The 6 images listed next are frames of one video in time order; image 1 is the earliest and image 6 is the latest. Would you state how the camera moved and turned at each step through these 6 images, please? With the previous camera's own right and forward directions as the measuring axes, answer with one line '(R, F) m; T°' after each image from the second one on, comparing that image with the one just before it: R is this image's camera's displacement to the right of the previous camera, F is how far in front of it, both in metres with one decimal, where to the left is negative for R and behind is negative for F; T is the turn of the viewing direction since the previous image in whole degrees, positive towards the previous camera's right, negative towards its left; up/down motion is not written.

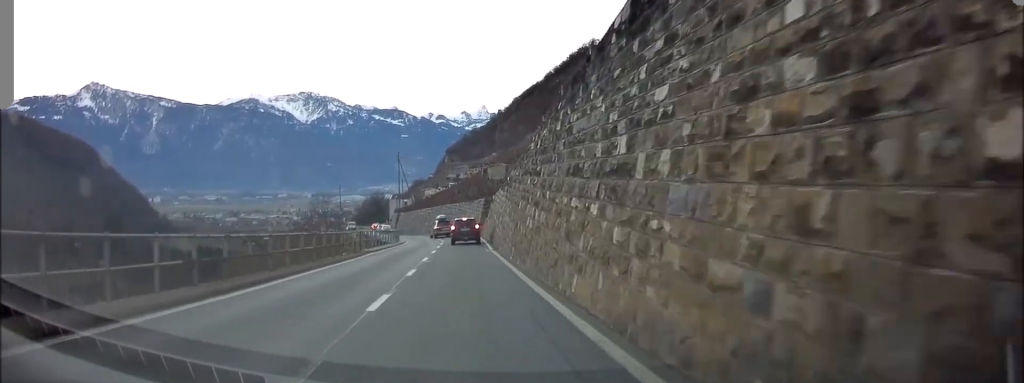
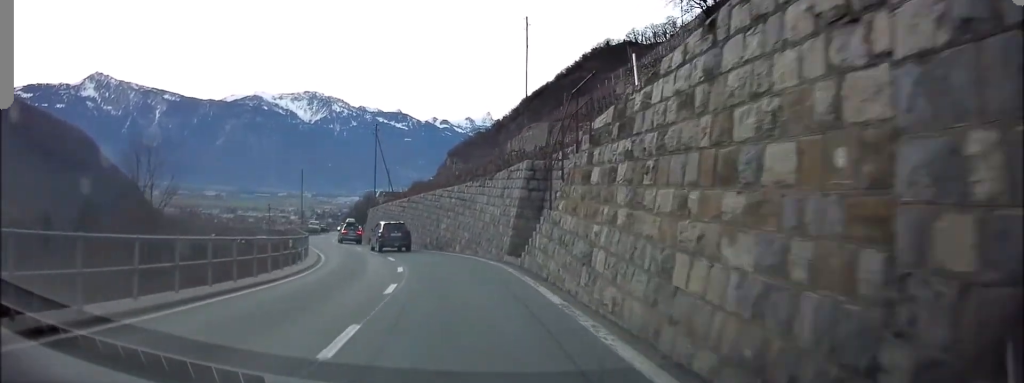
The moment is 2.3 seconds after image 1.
(-0.9, +29.1) m; -2°
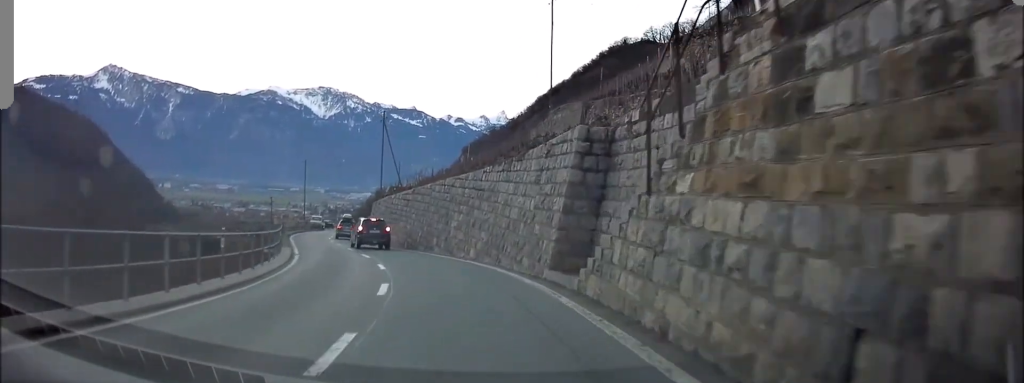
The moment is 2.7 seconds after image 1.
(0.0, +5.1) m; 0°
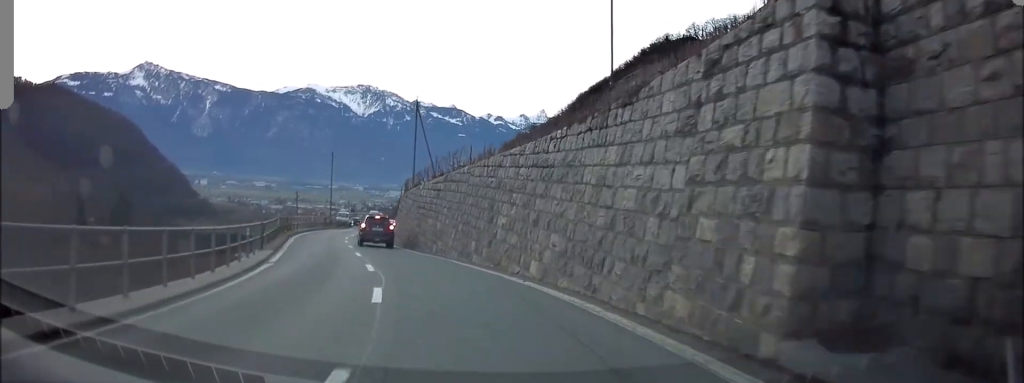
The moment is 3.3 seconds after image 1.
(0.0, +6.6) m; -1°
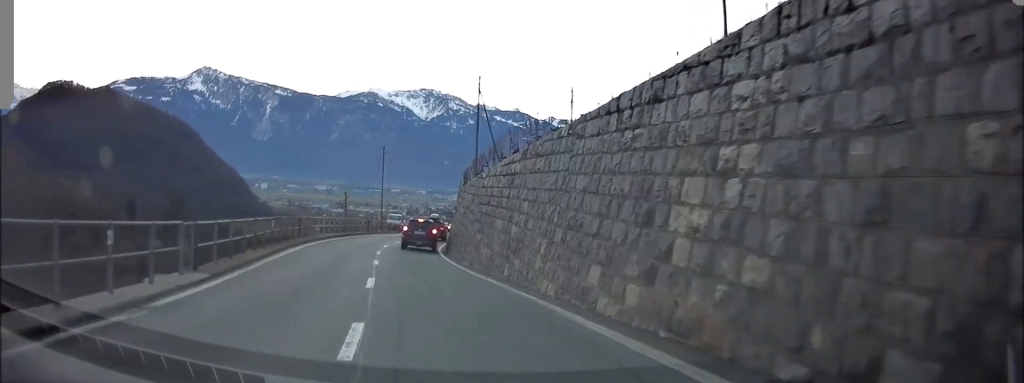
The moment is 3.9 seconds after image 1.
(0.0, +7.8) m; -3°
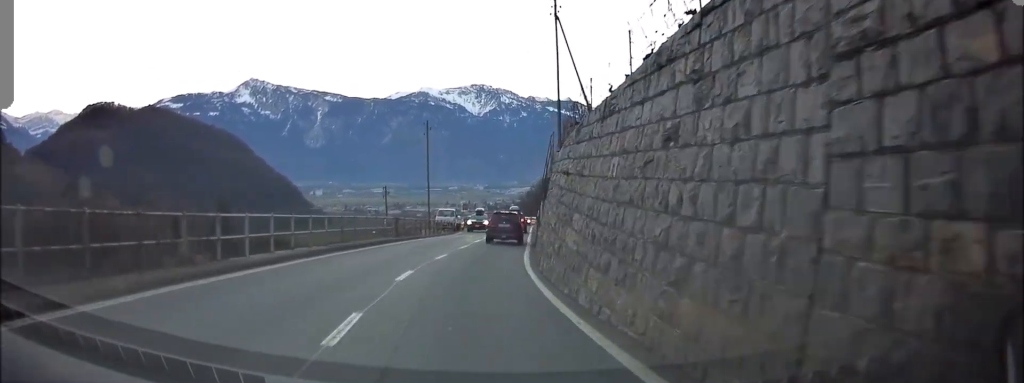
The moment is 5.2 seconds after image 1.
(-1.2, +16.1) m; -11°
